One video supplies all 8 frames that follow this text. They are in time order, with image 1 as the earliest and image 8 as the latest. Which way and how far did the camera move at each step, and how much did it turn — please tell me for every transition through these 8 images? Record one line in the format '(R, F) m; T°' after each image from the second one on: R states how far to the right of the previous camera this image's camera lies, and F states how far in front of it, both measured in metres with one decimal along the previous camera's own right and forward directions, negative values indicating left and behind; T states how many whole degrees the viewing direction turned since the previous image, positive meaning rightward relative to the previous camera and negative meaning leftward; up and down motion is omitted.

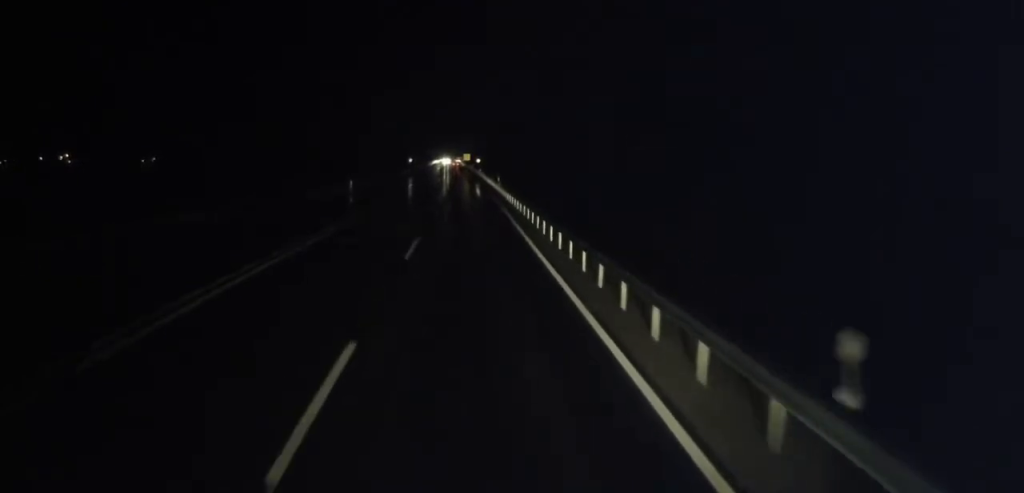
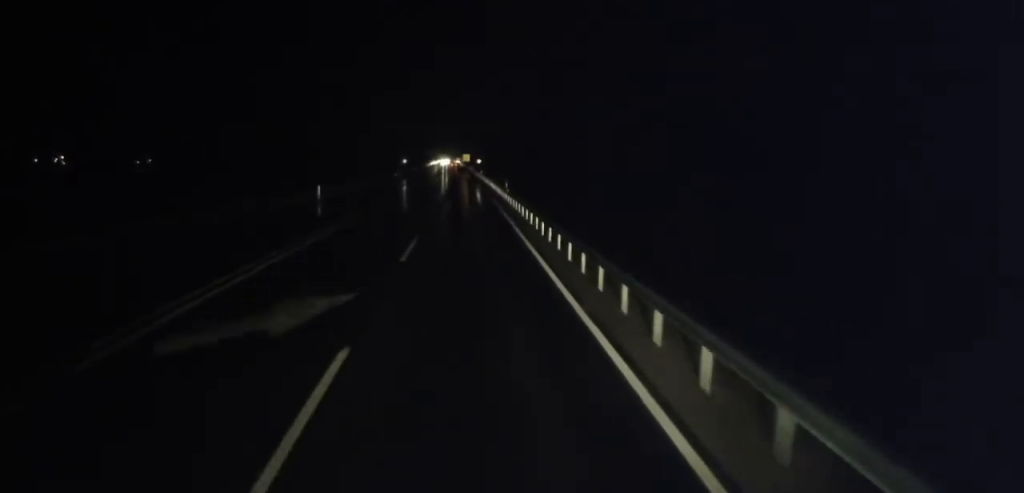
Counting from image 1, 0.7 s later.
(+0.4, +12.2) m; +1°
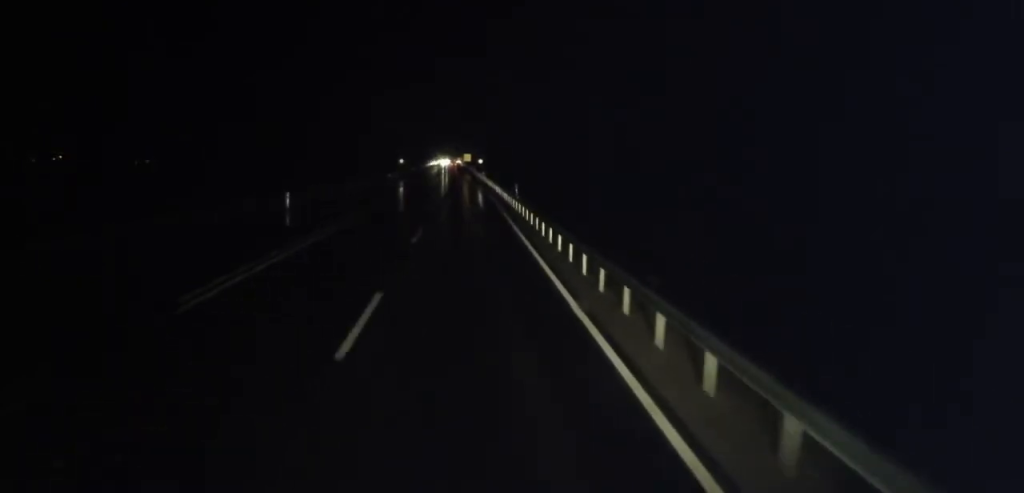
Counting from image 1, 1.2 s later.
(+0.1, +8.1) m; +1°
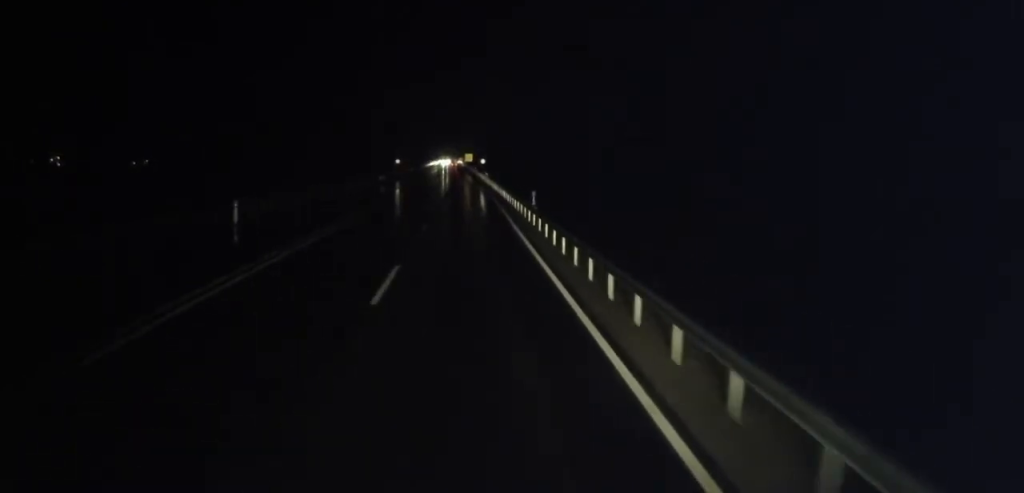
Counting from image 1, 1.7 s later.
(0.0, +8.7) m; 0°
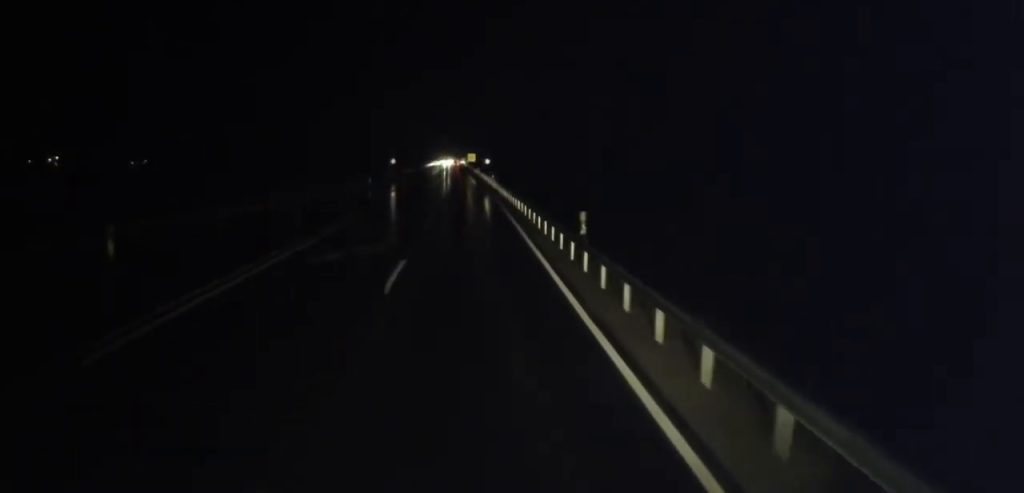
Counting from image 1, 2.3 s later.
(0.0, +10.9) m; 0°
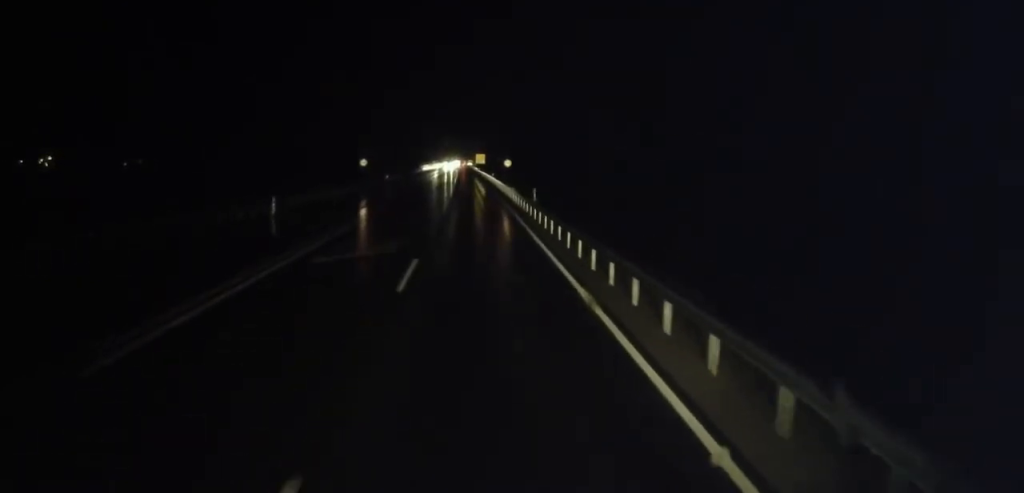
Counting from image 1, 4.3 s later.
(-0.4, +35.2) m; -1°
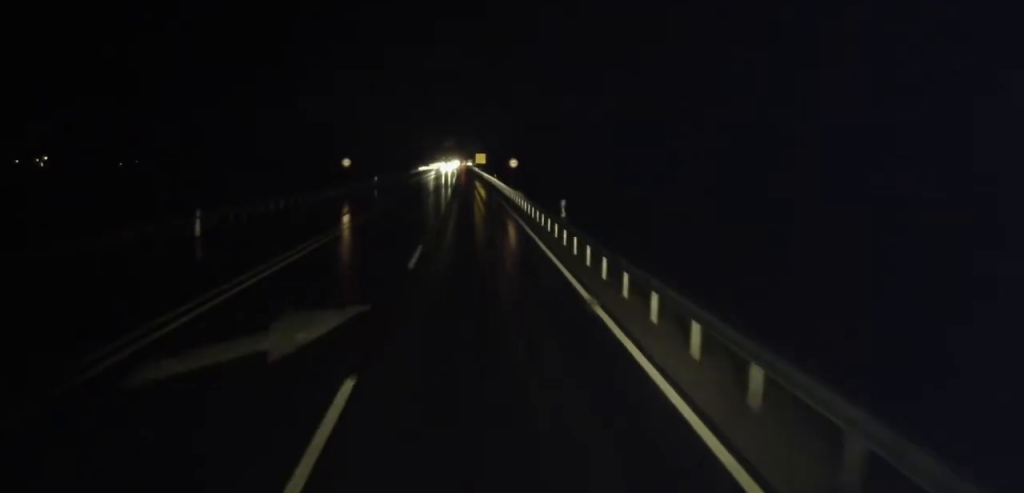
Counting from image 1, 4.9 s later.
(+0.2, +9.3) m; 0°
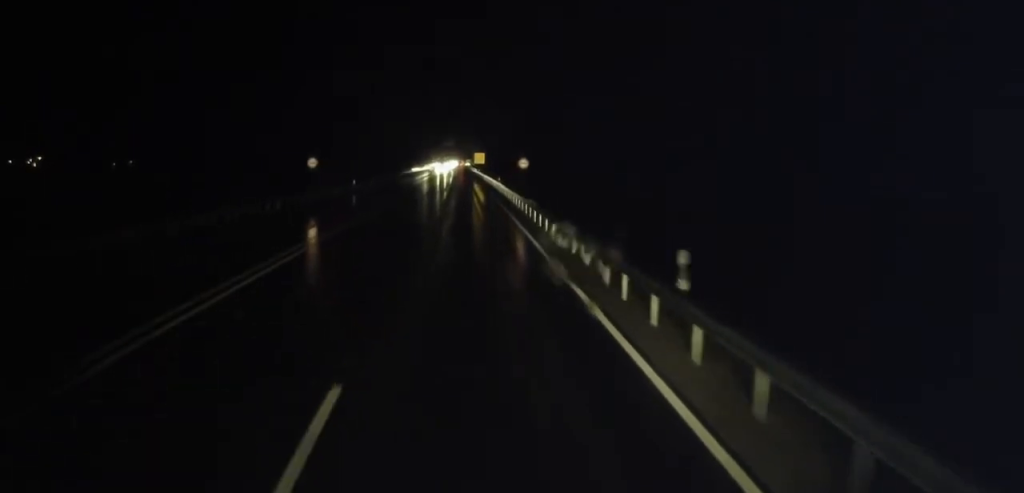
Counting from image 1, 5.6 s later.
(-0.1, +12.3) m; -1°
